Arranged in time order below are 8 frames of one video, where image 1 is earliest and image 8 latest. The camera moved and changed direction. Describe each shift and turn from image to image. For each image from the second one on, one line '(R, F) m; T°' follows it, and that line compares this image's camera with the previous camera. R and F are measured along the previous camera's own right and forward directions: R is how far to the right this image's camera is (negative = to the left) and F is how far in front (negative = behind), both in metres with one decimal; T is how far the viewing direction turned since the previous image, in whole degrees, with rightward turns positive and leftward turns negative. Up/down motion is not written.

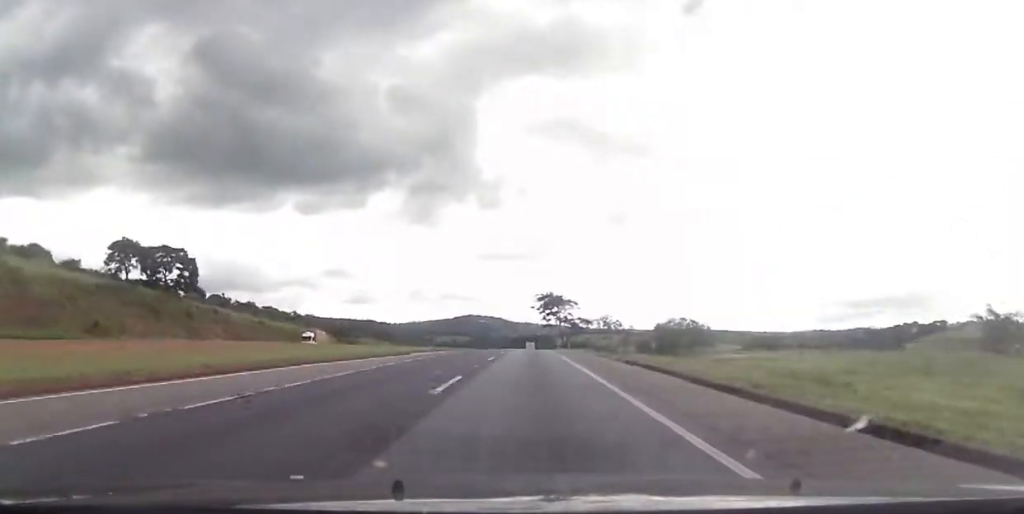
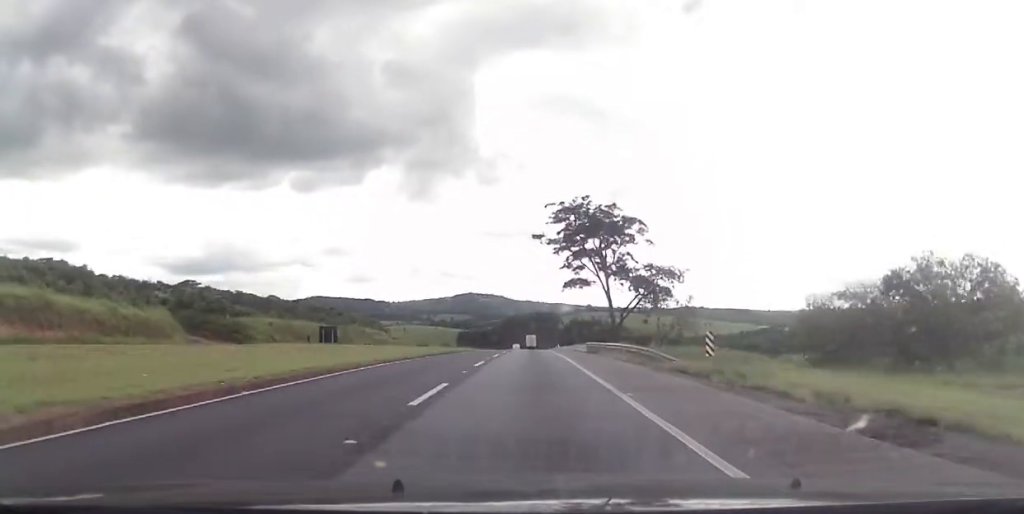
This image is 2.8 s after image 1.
(-0.2, +91.9) m; 0°
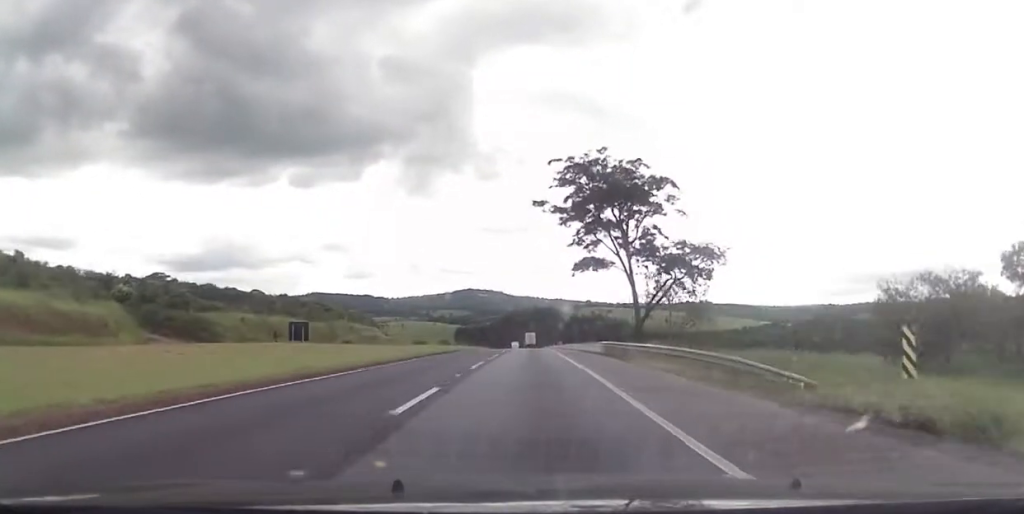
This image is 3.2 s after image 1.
(0.0, +14.3) m; 0°
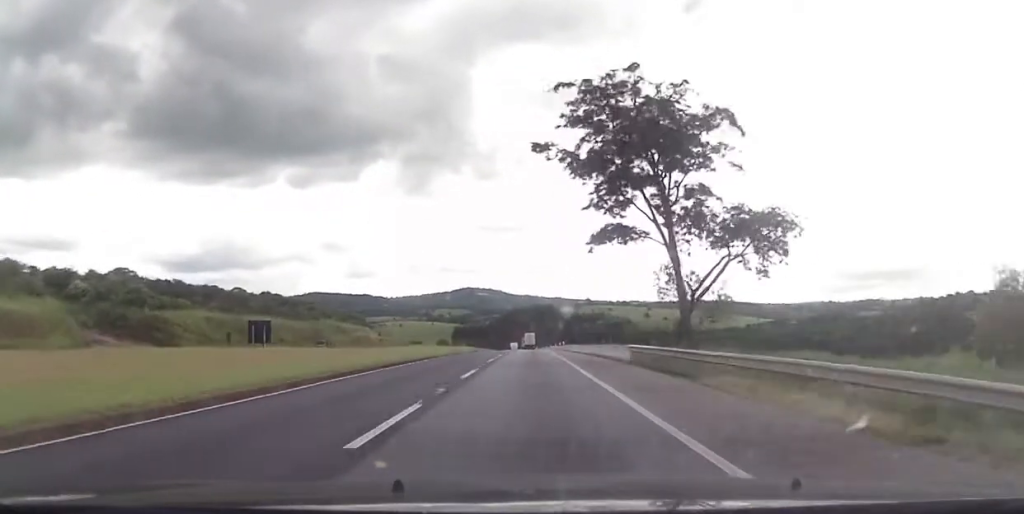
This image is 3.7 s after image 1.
(0.0, +14.4) m; 0°
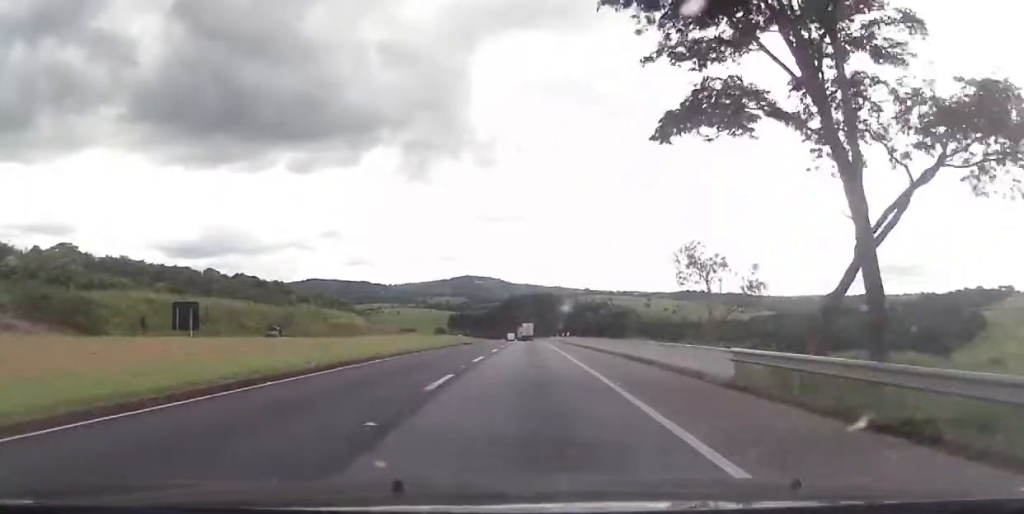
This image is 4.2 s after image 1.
(0.0, +18.9) m; 0°
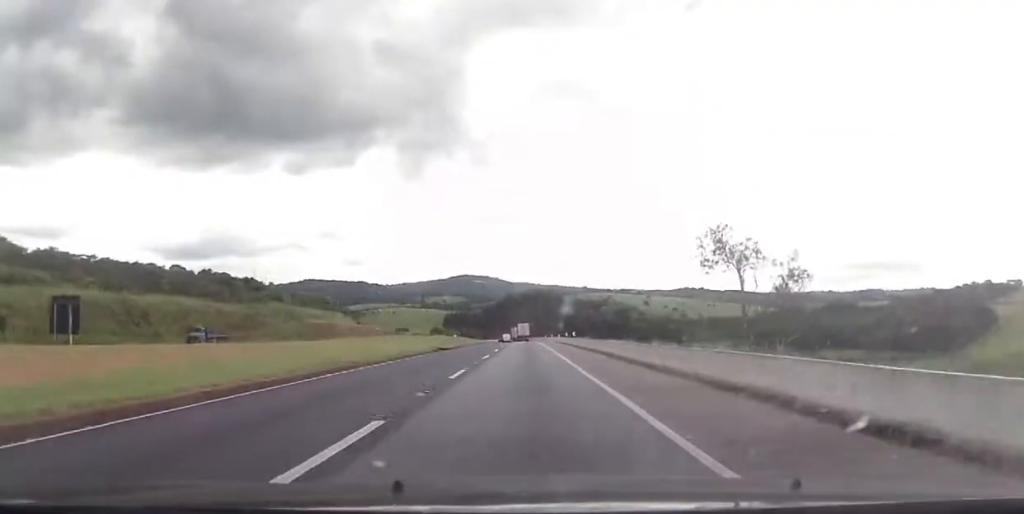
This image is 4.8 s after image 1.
(+0.3, +19.0) m; 0°
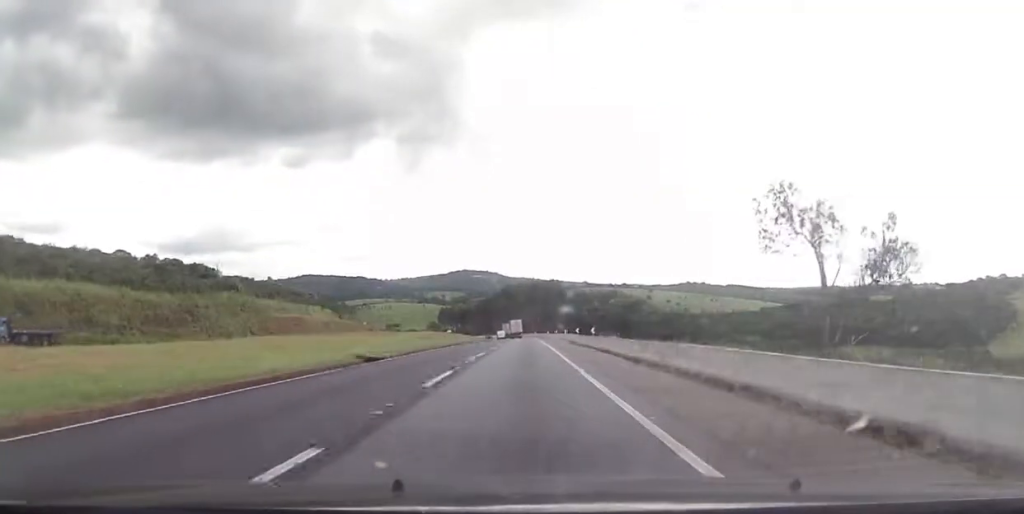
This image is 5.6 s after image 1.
(-0.2, +26.9) m; 0°
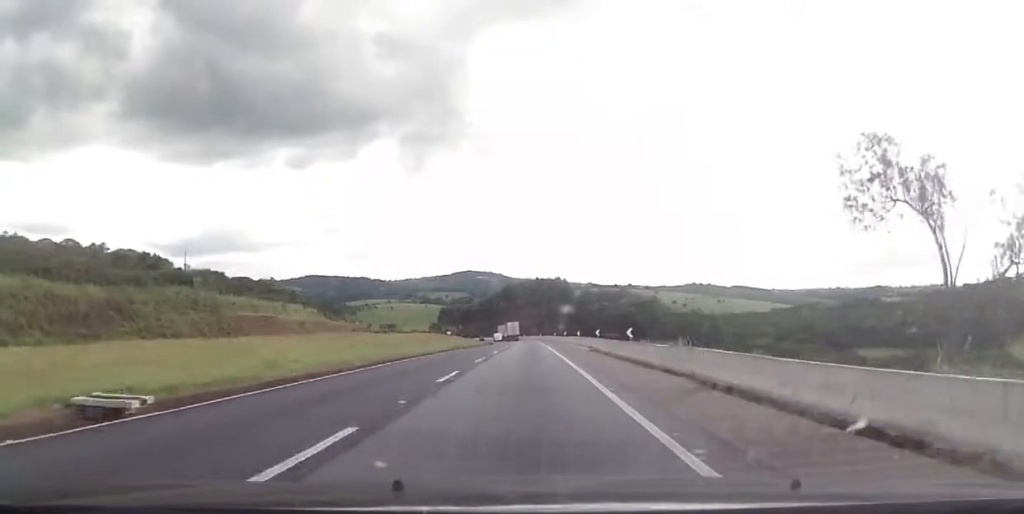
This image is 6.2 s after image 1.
(-0.1, +21.4) m; 0°
